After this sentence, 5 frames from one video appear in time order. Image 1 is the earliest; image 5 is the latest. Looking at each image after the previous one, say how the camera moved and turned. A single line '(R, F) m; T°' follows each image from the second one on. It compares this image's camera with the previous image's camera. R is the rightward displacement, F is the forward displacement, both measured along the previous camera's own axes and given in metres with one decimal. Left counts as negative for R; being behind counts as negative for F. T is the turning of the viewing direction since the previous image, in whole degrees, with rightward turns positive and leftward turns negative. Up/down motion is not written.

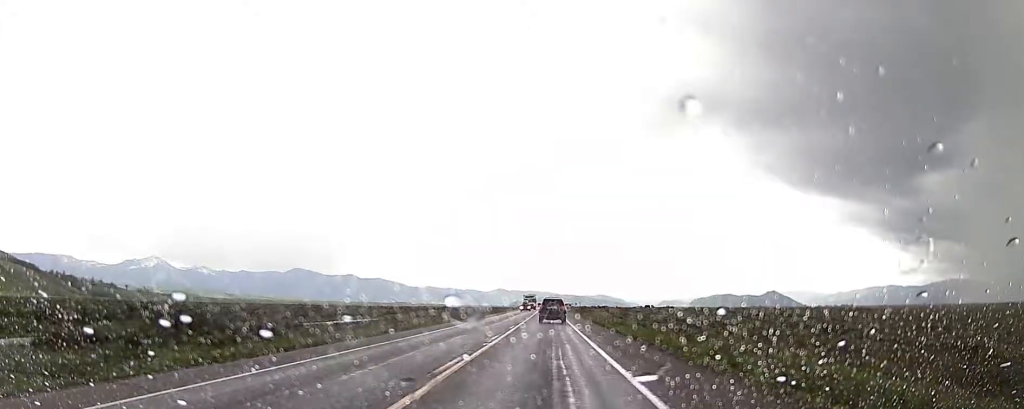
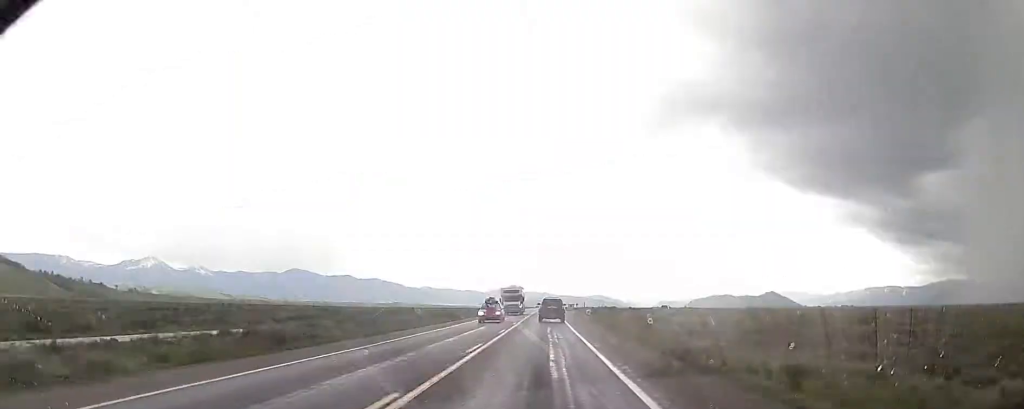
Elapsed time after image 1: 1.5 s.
(+0.2, +31.5) m; 0°
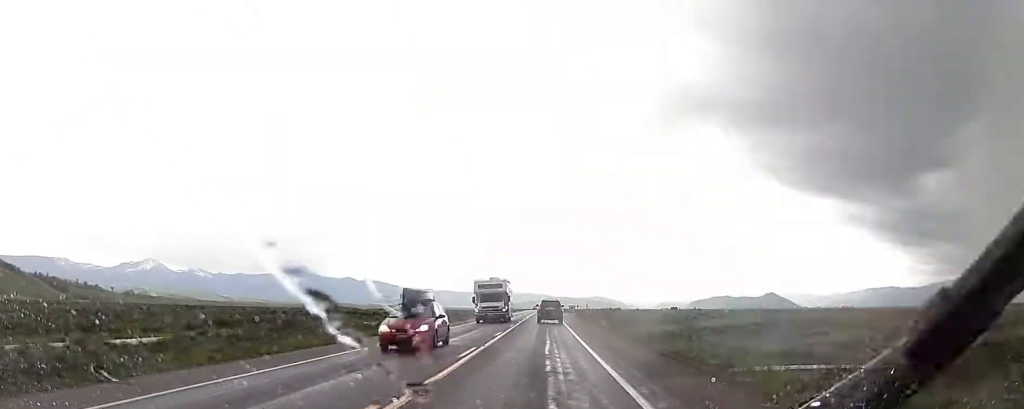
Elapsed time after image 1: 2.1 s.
(-0.1, +13.4) m; 0°
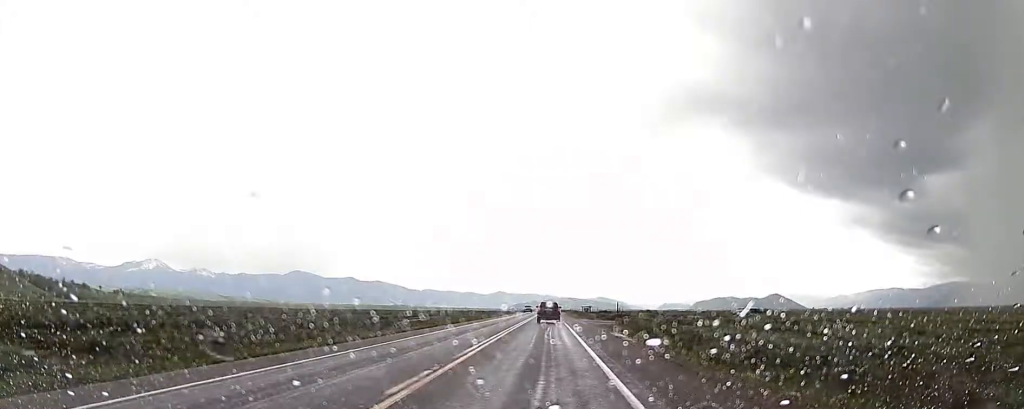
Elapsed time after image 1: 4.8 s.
(-0.8, +56.1) m; -1°
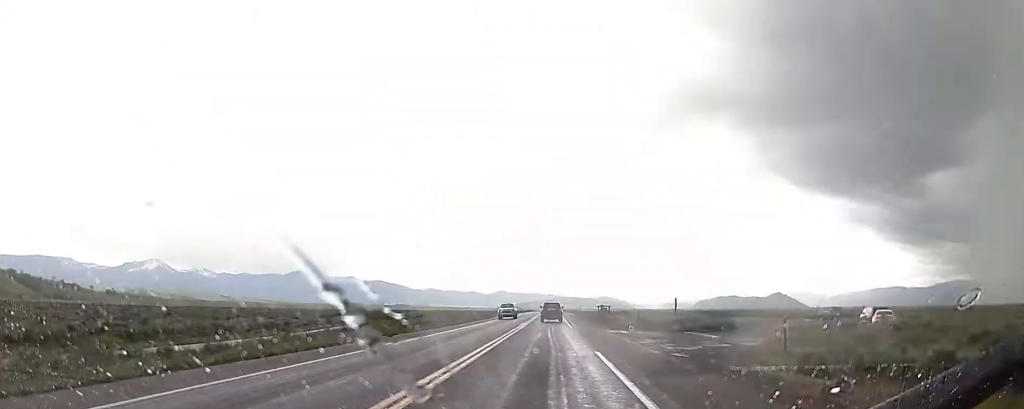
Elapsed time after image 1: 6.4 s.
(+0.3, +35.6) m; 0°
